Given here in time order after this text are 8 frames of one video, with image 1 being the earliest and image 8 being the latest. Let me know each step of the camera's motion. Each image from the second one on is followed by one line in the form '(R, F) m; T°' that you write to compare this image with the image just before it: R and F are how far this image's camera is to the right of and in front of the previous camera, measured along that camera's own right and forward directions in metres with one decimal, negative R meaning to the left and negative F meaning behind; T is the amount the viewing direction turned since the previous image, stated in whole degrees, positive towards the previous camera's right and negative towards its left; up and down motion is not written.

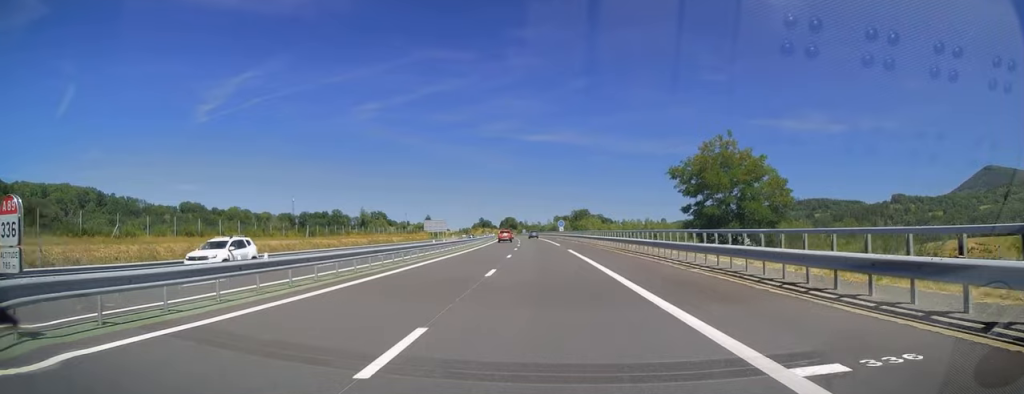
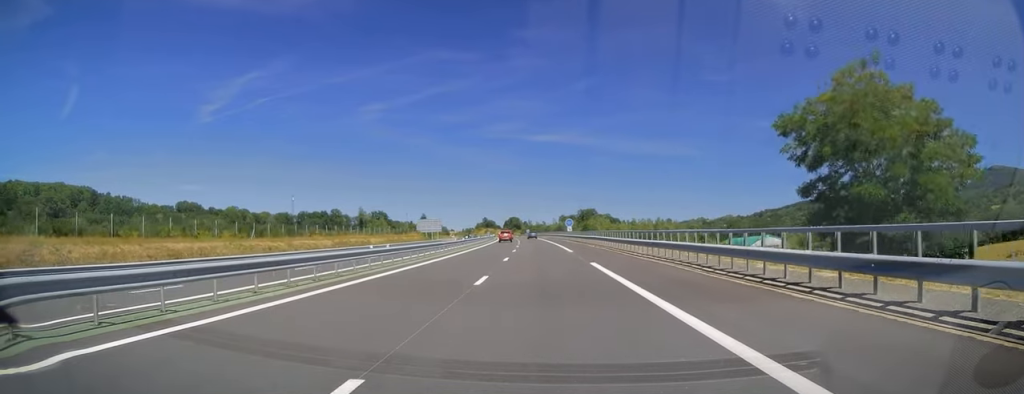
(-0.1, +16.2) m; 0°
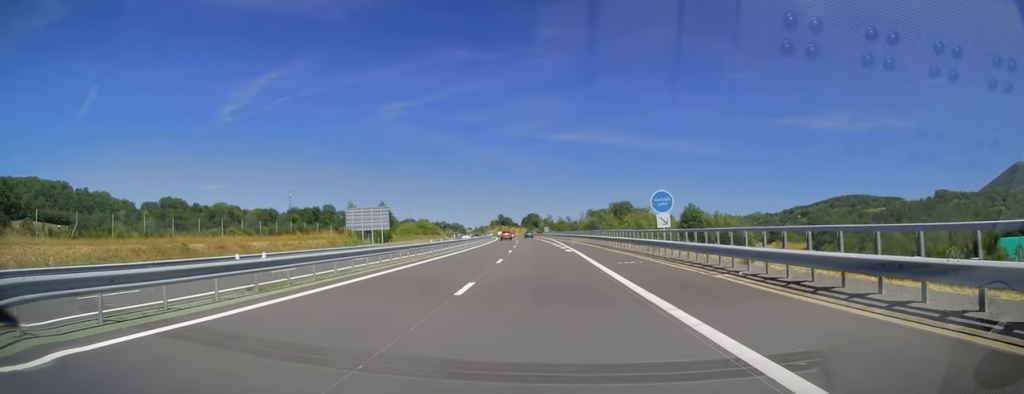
(-1.0, +68.2) m; -2°
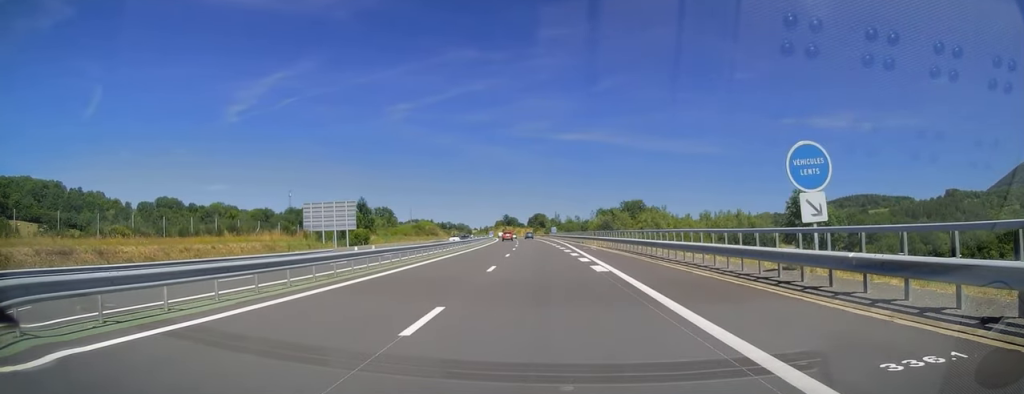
(-0.1, +18.1) m; -1°
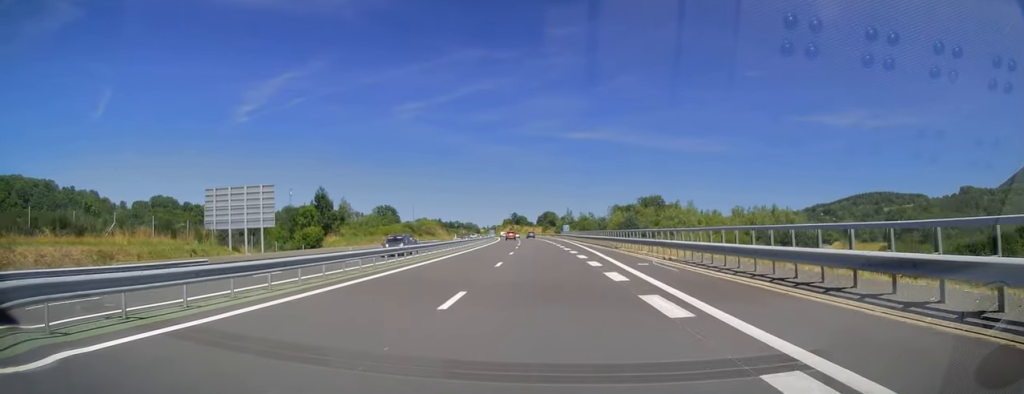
(-0.1, +23.4) m; -1°
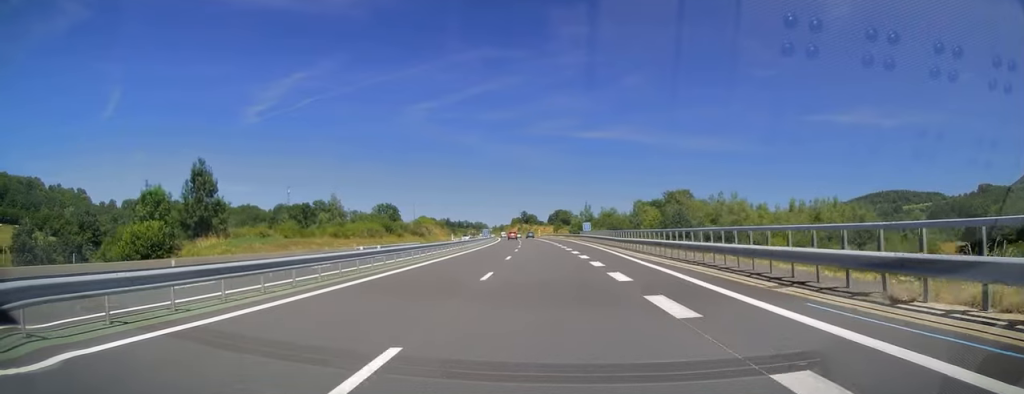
(-0.4, +32.8) m; -1°
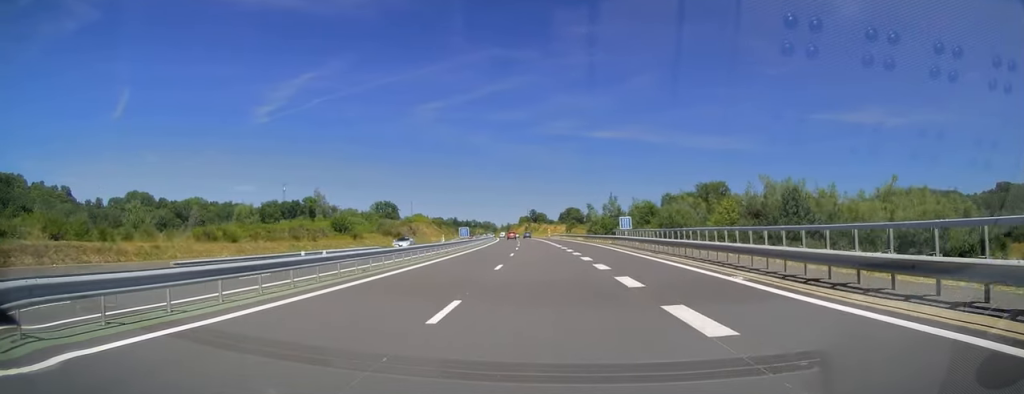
(-0.4, +34.3) m; -1°
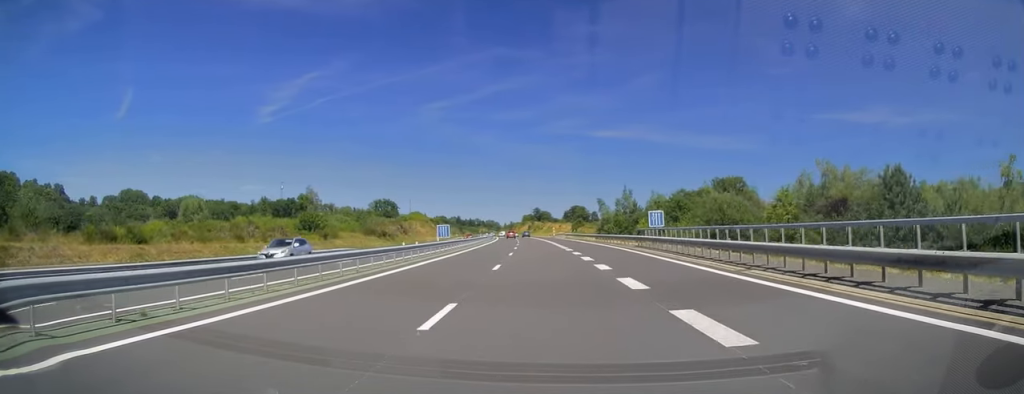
(-0.1, +13.7) m; 0°
